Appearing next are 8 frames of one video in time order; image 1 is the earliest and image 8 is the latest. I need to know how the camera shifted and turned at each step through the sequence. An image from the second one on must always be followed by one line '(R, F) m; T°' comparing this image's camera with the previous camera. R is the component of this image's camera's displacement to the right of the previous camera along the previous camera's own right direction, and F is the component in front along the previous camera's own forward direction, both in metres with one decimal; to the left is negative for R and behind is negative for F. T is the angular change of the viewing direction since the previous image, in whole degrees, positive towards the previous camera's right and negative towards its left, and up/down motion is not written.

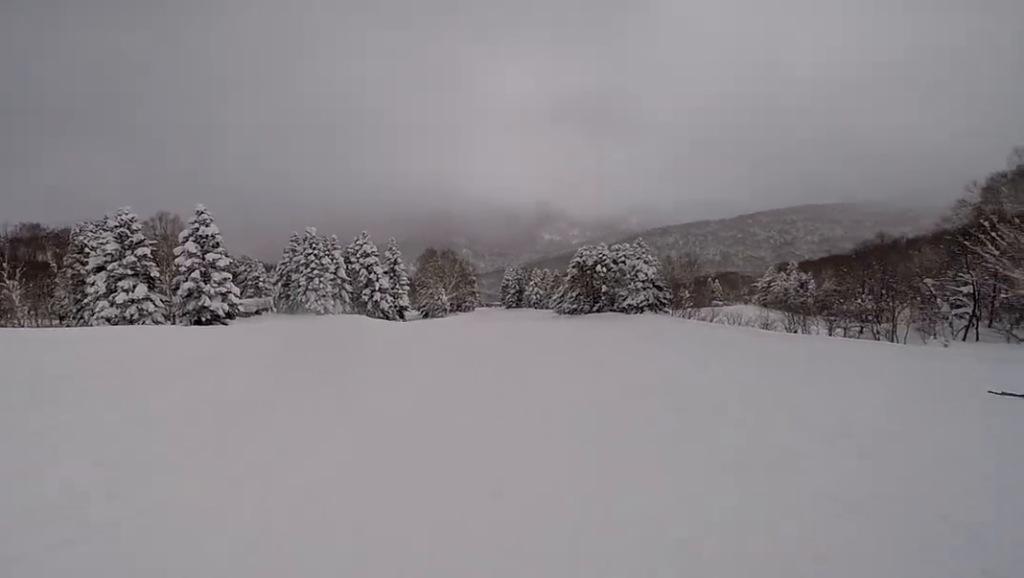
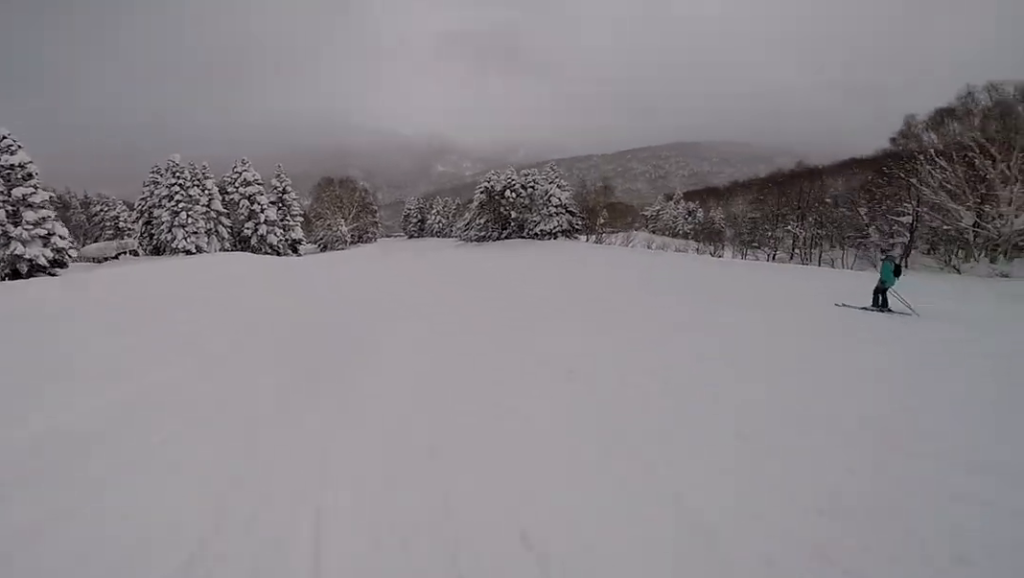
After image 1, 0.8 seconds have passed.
(-0.8, +6.7) m; +4°
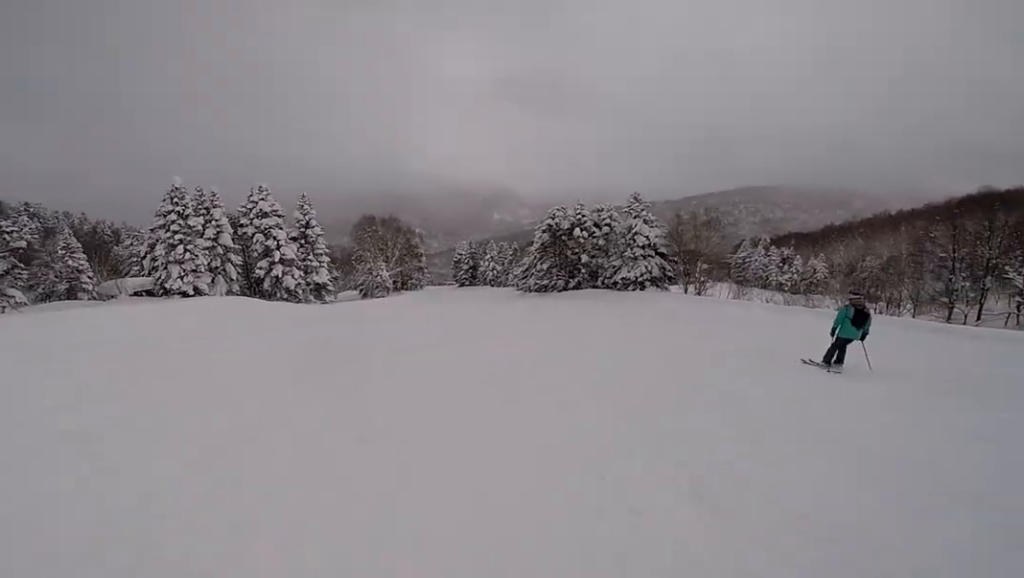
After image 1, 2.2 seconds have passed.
(+2.4, +11.0) m; +8°
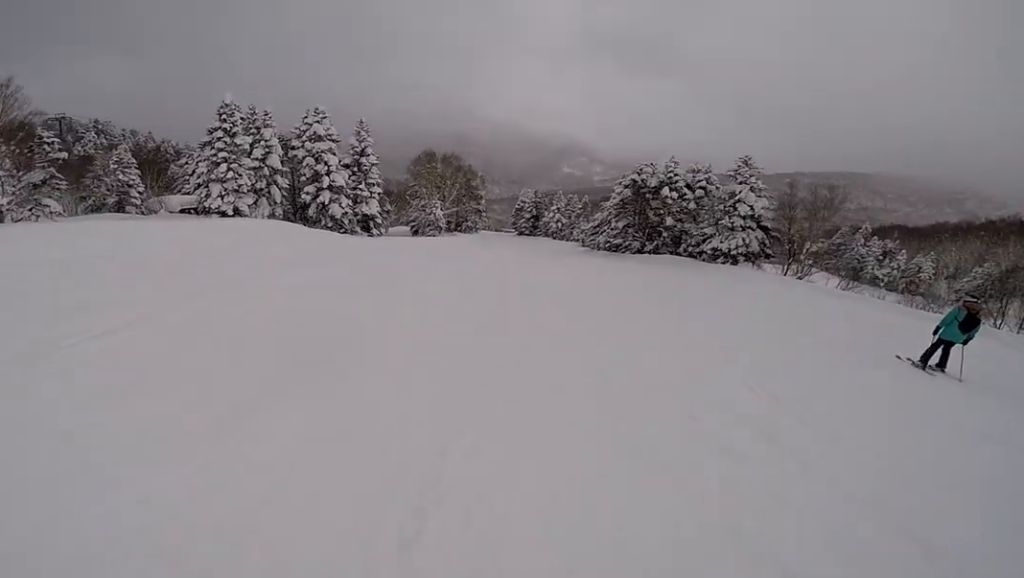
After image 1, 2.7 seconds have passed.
(0.0, +3.9) m; -3°
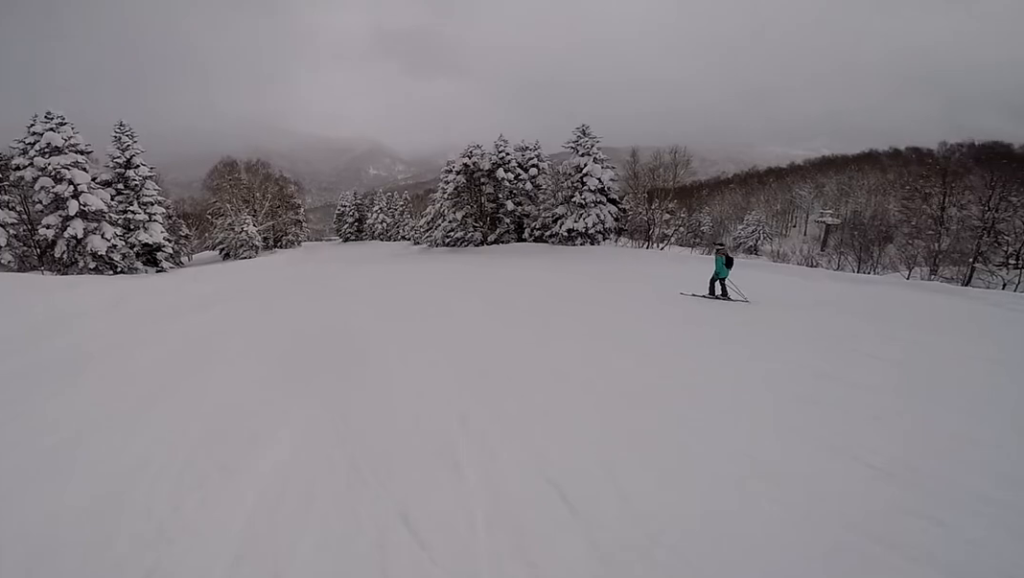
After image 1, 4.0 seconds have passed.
(-0.8, +9.8) m; +1°
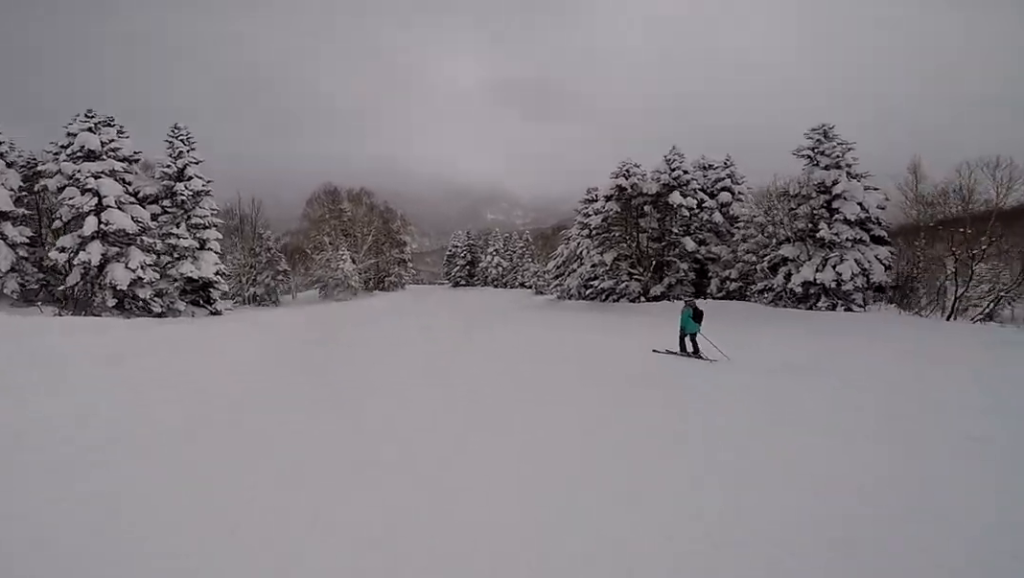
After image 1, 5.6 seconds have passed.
(+2.4, +11.8) m; +12°
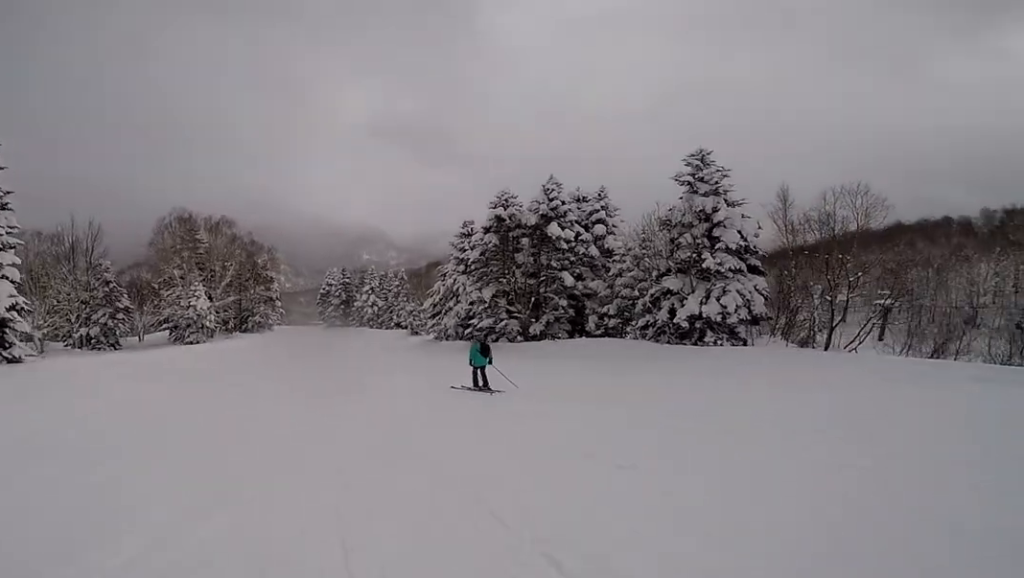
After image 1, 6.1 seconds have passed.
(-0.6, +3.9) m; -7°
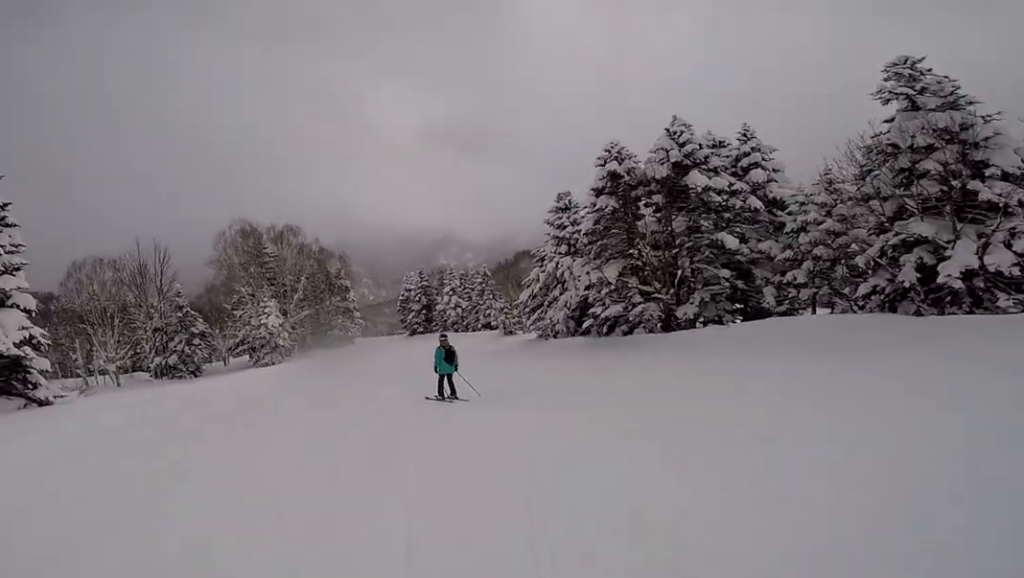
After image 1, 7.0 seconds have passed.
(-0.6, +6.4) m; -4°
